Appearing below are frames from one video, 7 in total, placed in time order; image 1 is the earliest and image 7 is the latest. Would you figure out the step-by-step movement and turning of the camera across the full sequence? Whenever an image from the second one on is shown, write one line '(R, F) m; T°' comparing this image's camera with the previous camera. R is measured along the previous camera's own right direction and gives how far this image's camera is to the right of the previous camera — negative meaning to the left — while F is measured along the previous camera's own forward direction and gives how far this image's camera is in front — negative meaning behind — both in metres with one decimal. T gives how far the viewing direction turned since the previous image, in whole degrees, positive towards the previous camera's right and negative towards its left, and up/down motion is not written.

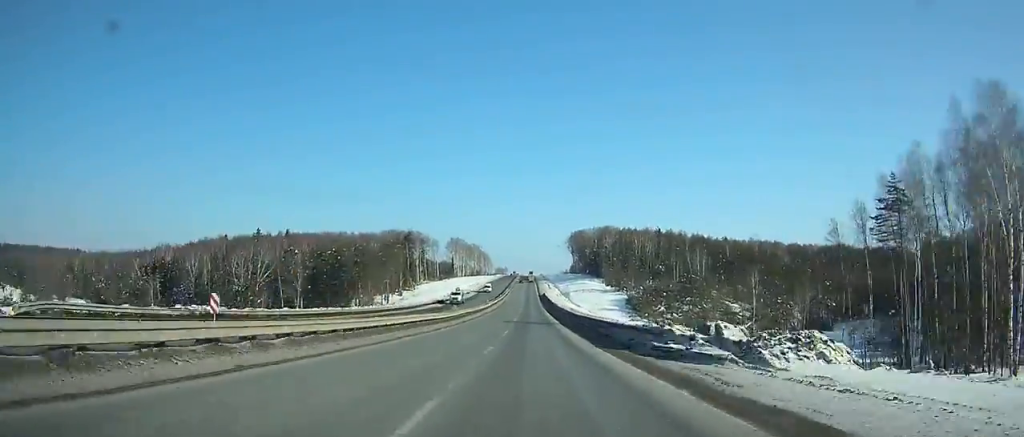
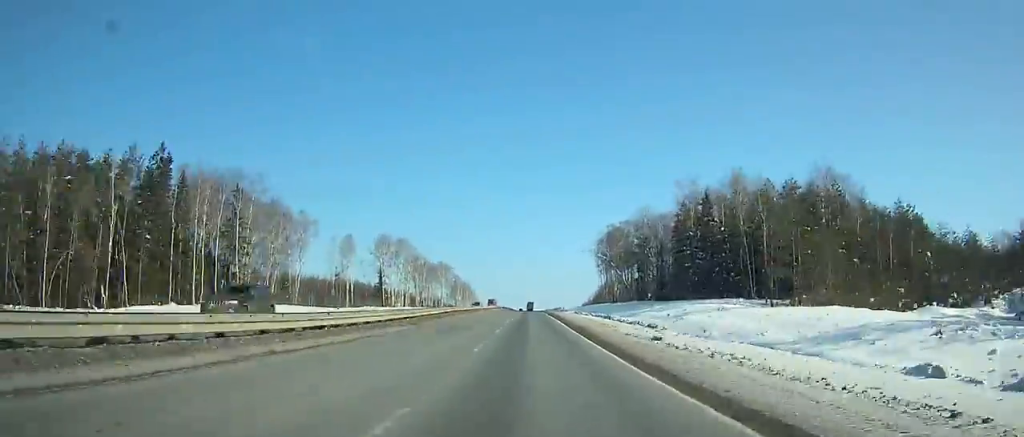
(+0.6, +167.1) m; +1°
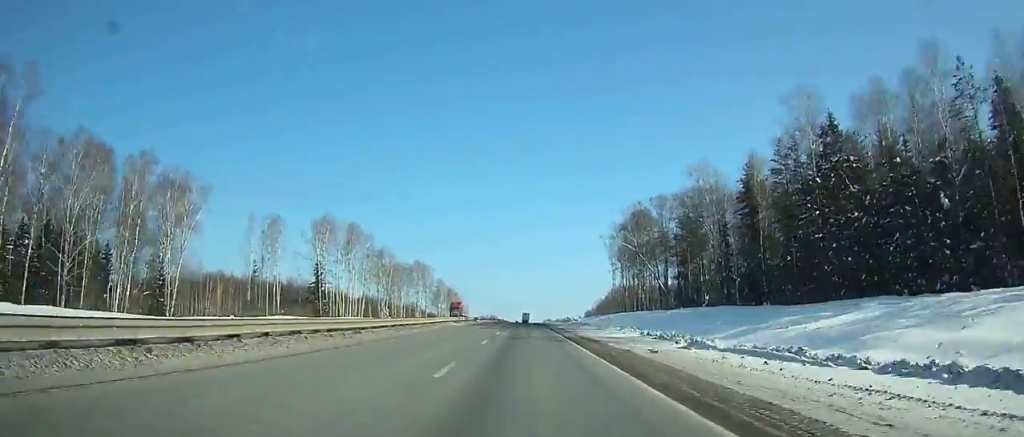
(0.0, +52.9) m; 0°
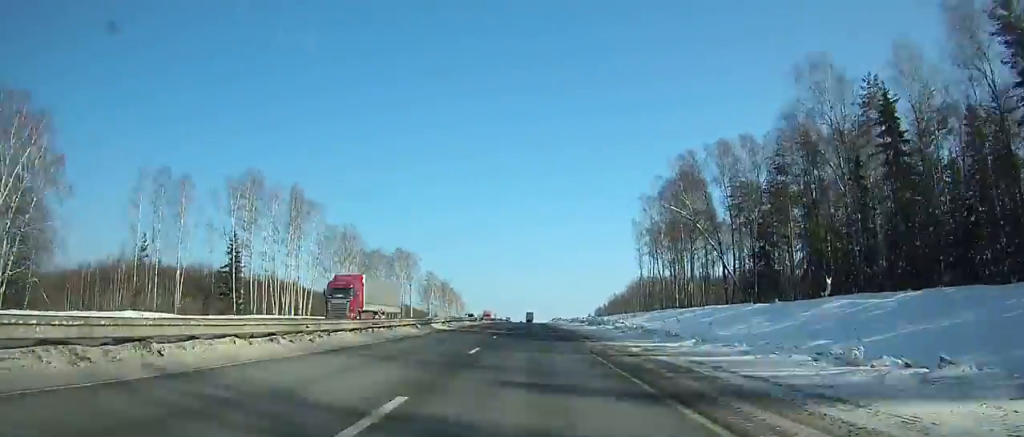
(0.0, +41.0) m; 0°
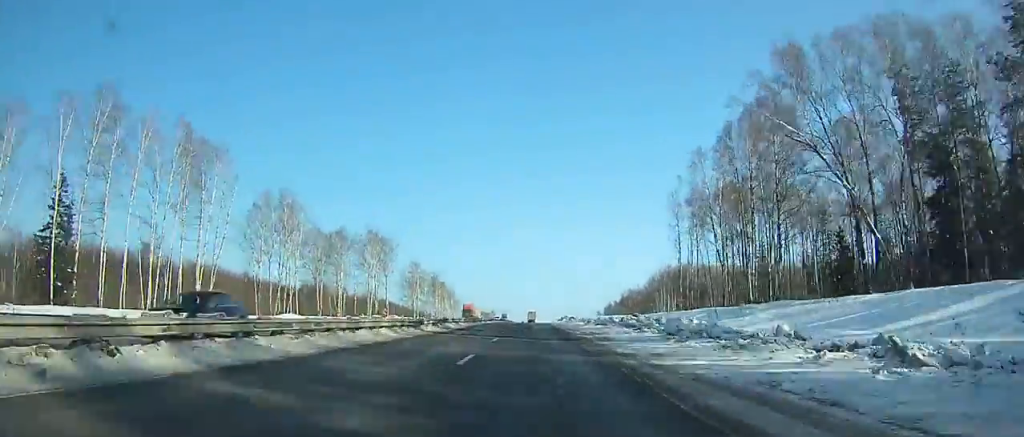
(+0.1, +40.7) m; 0°
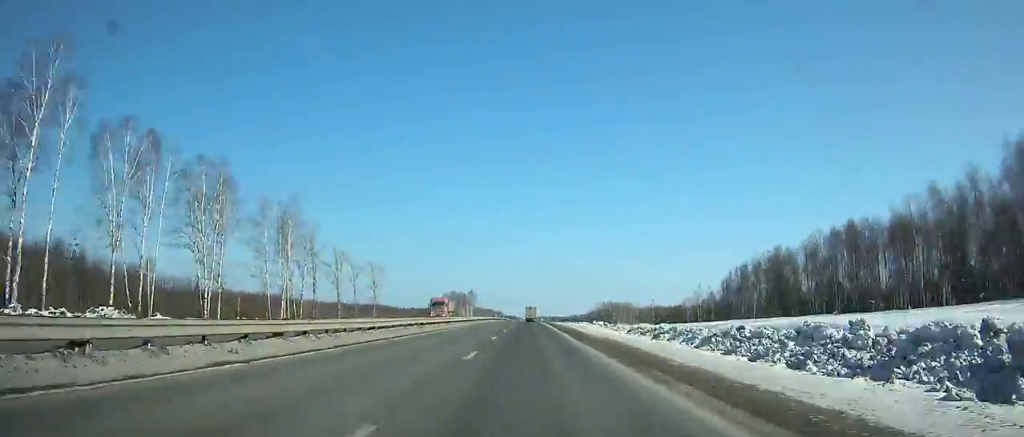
(-0.2, +227.8) m; 0°
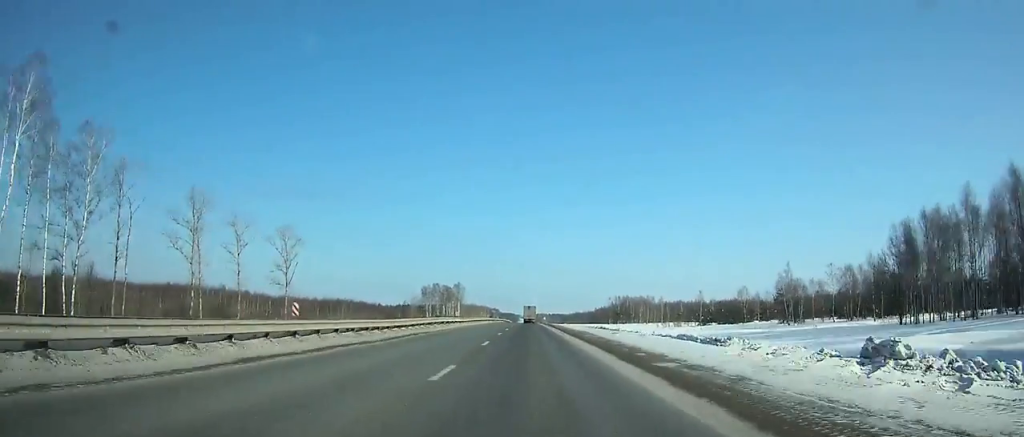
(+0.1, +66.5) m; 0°
